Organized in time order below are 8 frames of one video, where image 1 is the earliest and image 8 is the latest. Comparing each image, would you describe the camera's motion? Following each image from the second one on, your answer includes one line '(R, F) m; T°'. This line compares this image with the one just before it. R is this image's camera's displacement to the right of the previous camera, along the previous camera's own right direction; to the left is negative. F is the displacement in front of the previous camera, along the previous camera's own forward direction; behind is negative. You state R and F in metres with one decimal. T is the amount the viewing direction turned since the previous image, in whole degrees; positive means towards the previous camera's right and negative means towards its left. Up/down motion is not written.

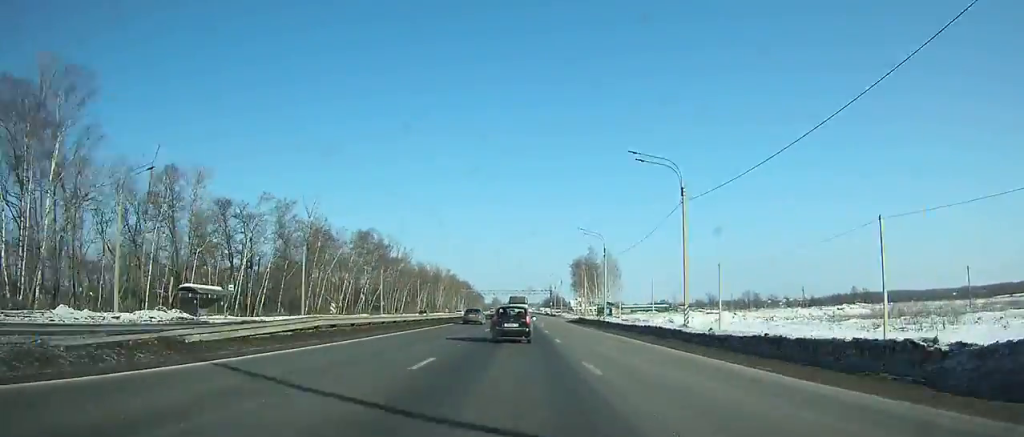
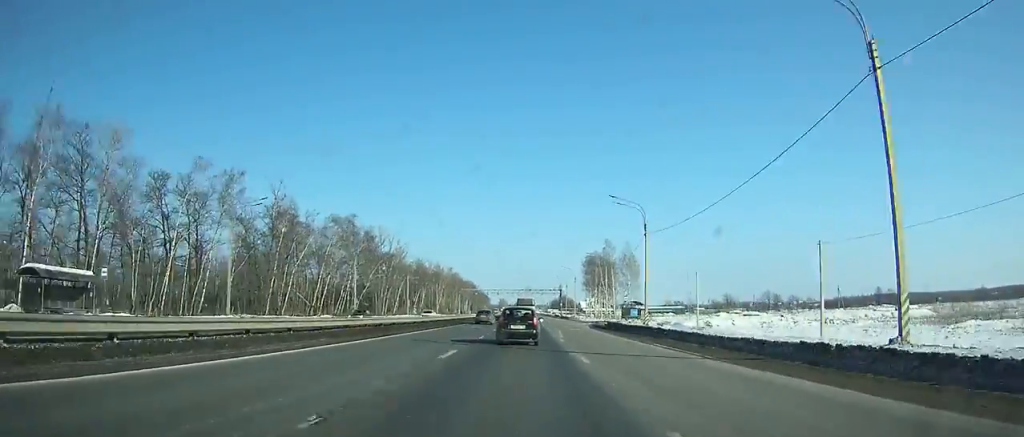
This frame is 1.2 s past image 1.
(0.0, +20.7) m; 0°
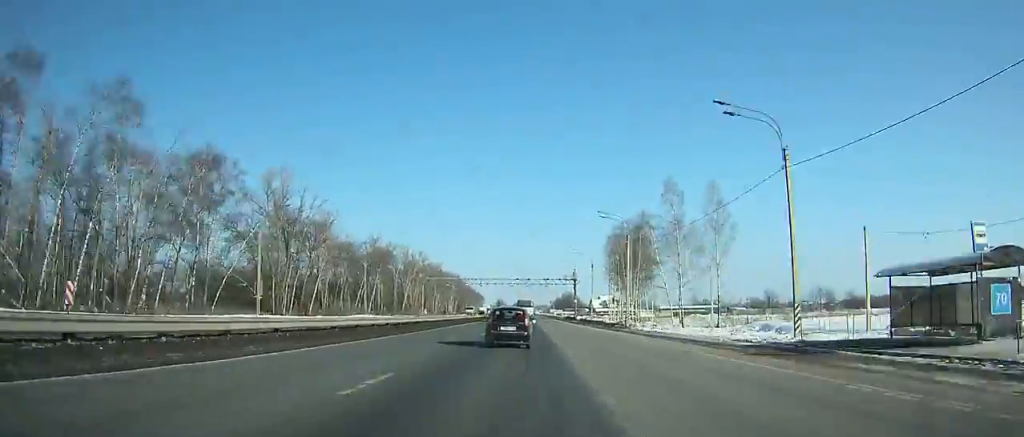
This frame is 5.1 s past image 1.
(-0.2, +68.6) m; -1°
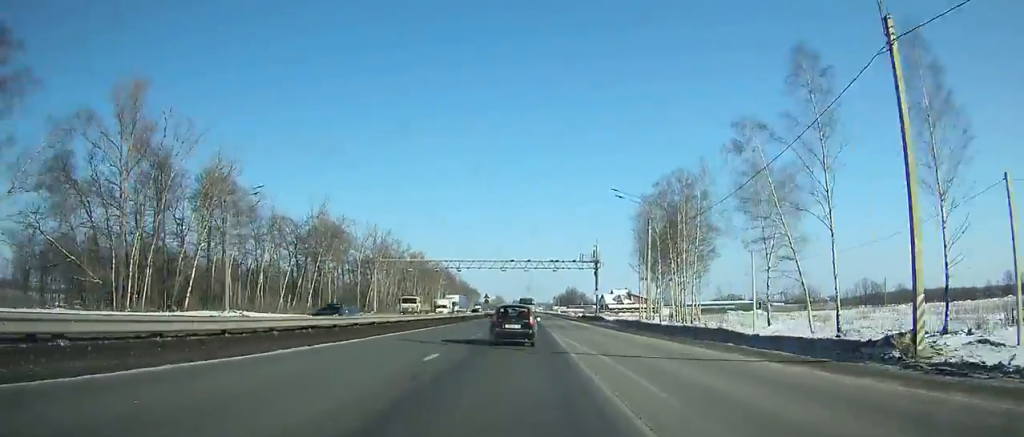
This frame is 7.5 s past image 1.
(-0.4, +43.6) m; 0°
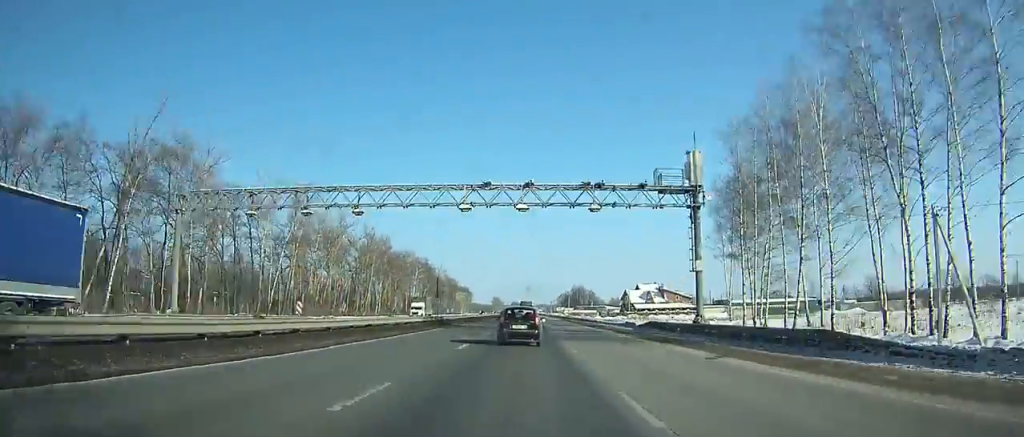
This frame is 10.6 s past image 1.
(+0.1, +57.5) m; 0°
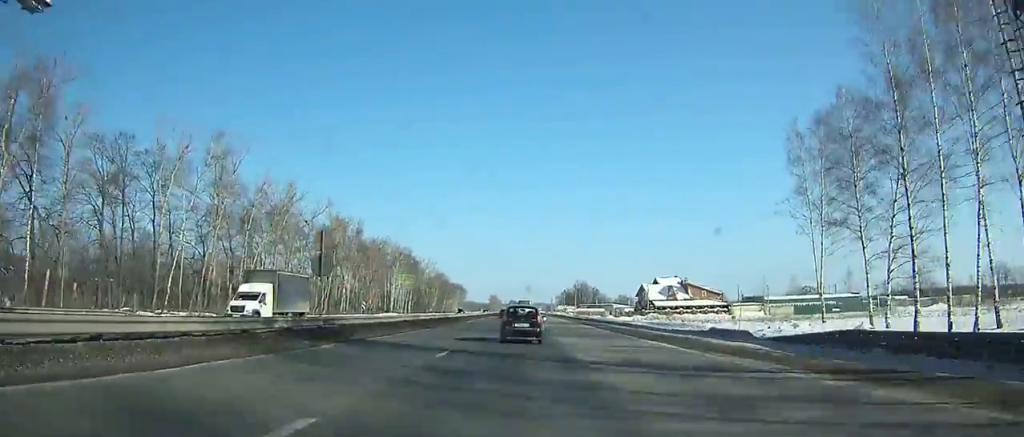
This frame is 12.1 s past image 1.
(0.0, +28.6) m; 0°
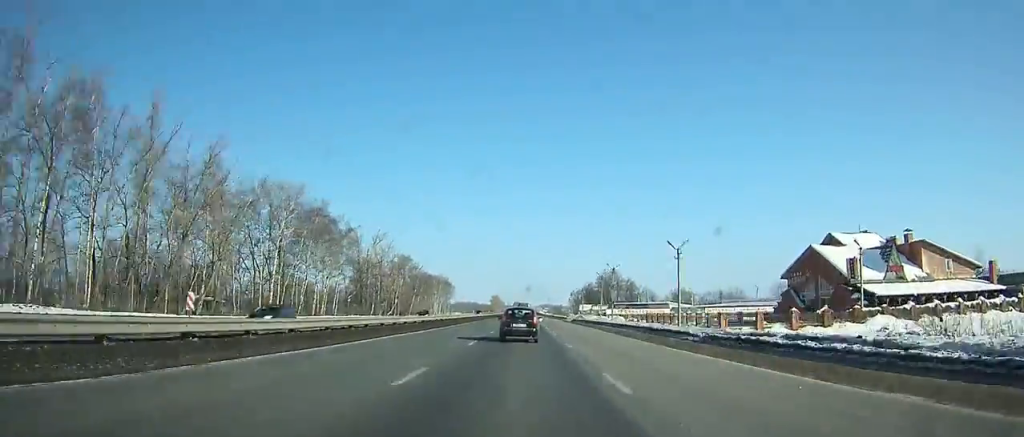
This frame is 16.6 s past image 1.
(+0.2, +87.8) m; 0°
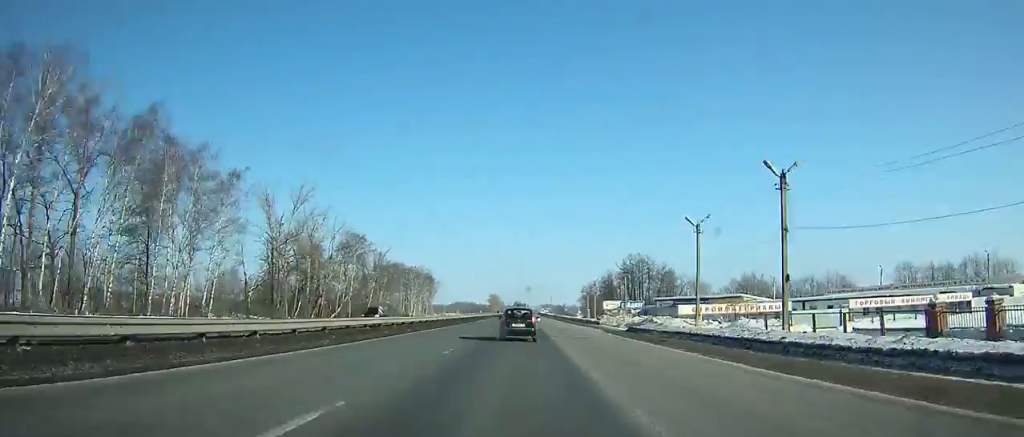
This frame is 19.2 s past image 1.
(0.0, +52.4) m; 0°
